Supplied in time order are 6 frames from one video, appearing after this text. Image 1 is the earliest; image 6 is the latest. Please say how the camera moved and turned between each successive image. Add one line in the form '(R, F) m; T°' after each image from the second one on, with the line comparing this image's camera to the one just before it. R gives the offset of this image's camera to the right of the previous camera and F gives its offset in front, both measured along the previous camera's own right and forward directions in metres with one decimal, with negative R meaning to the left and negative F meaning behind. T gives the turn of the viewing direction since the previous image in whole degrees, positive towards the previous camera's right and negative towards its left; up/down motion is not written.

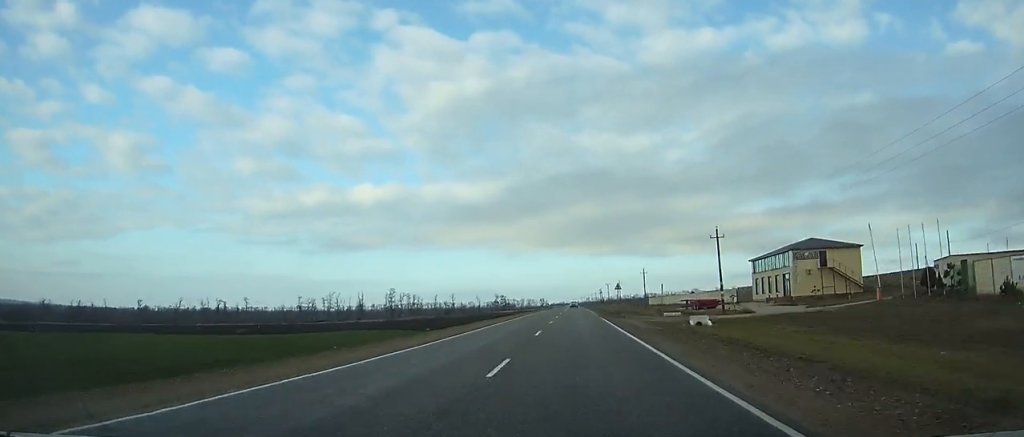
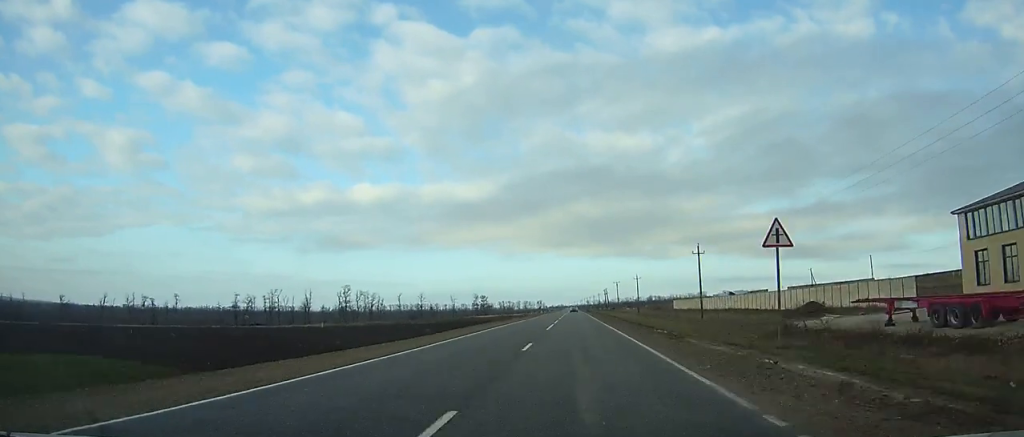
(+0.1, +54.3) m; 0°
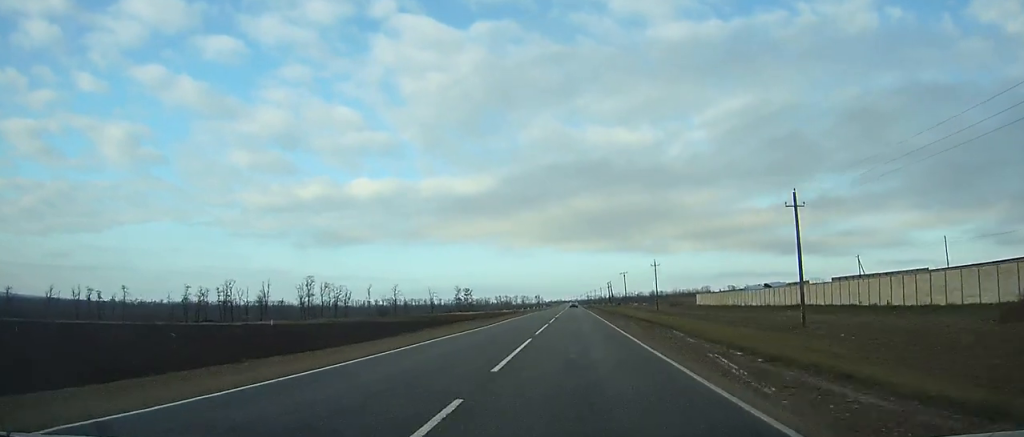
(0.0, +31.2) m; 0°
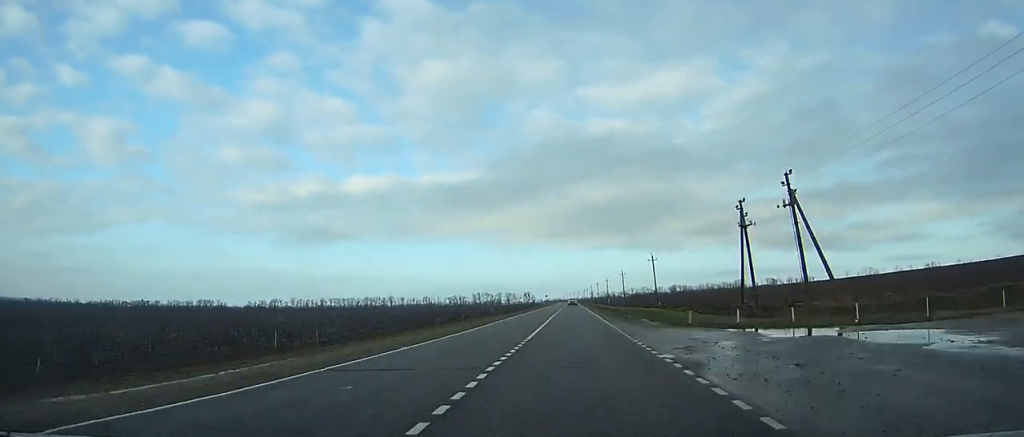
(+0.3, +184.3) m; 0°
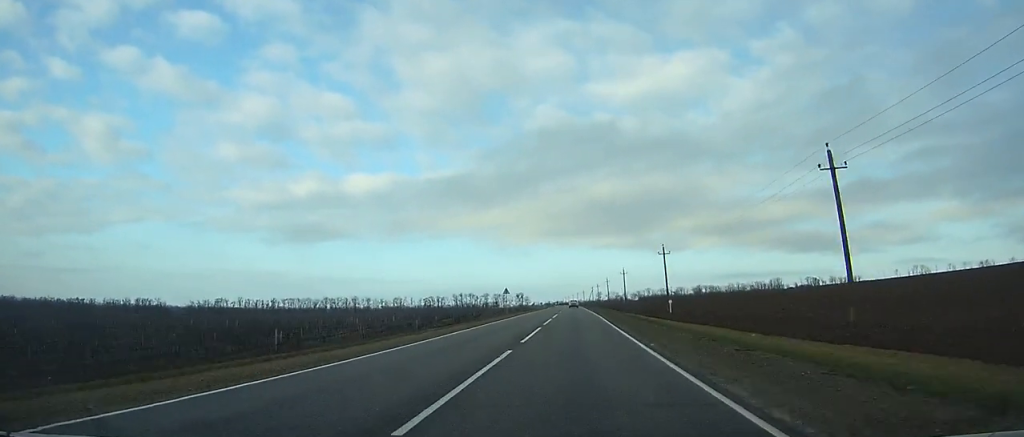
(0.0, +117.8) m; 0°
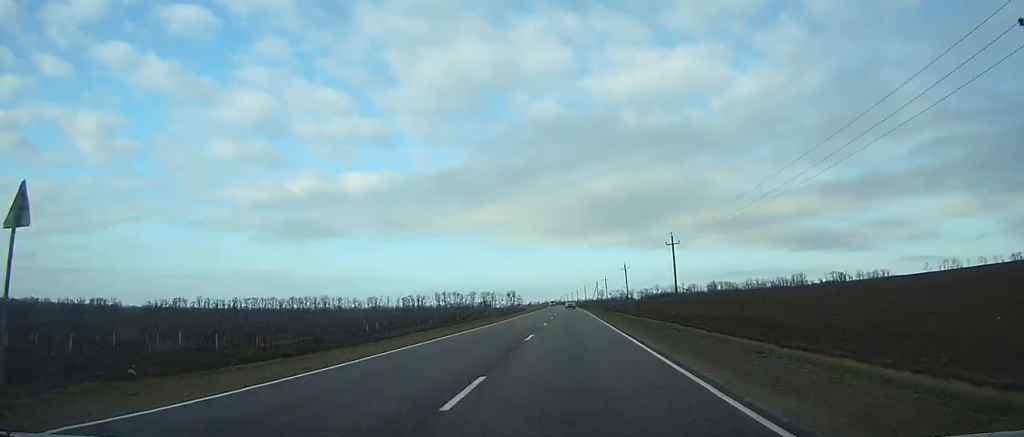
(-0.1, +64.7) m; 0°
